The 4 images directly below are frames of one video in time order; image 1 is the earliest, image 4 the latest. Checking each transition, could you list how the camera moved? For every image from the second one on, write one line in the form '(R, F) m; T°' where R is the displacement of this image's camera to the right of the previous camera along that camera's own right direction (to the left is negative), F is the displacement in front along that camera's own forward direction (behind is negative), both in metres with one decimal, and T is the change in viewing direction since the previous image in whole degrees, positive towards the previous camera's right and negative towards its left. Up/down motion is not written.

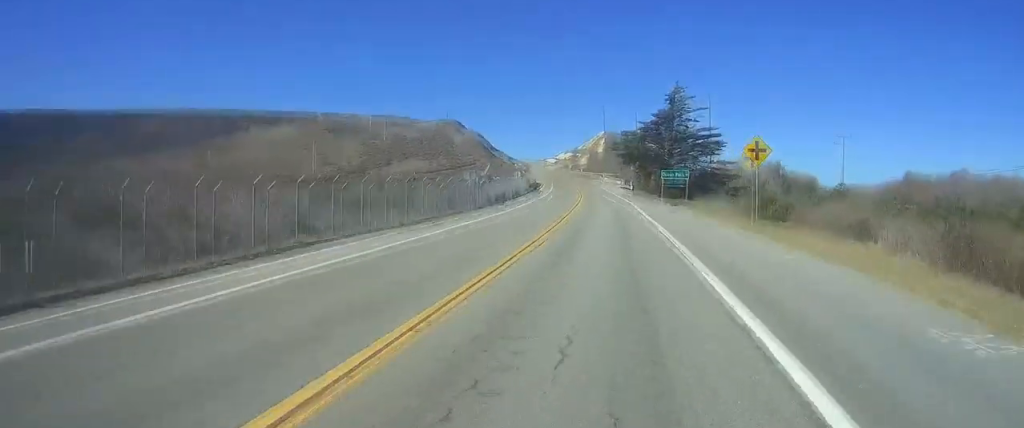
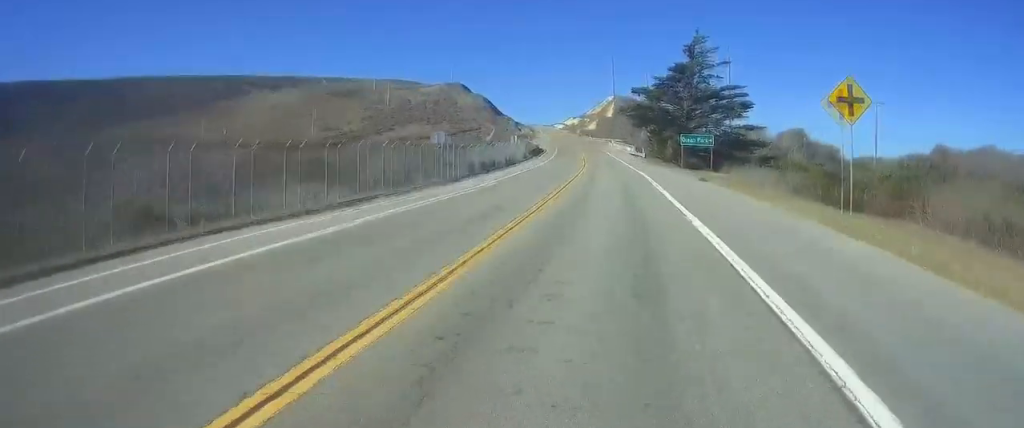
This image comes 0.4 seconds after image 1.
(0.0, +10.4) m; 0°
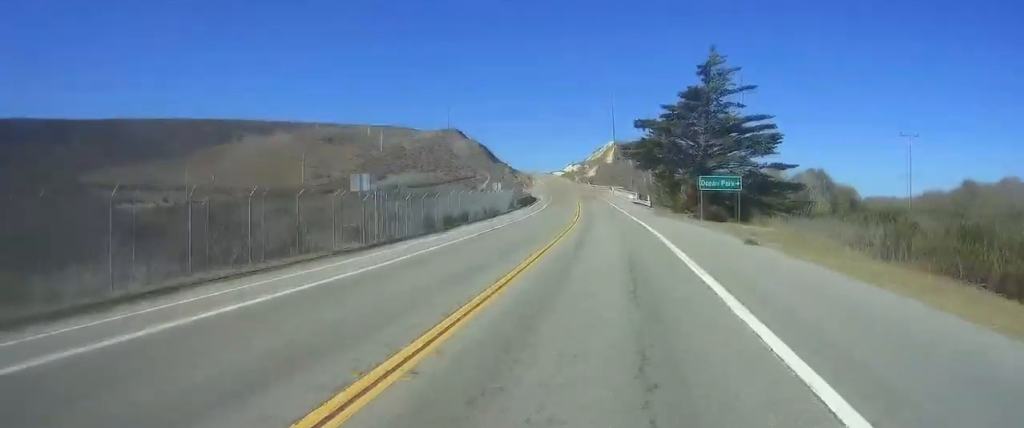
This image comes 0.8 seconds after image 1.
(0.0, +11.2) m; 0°
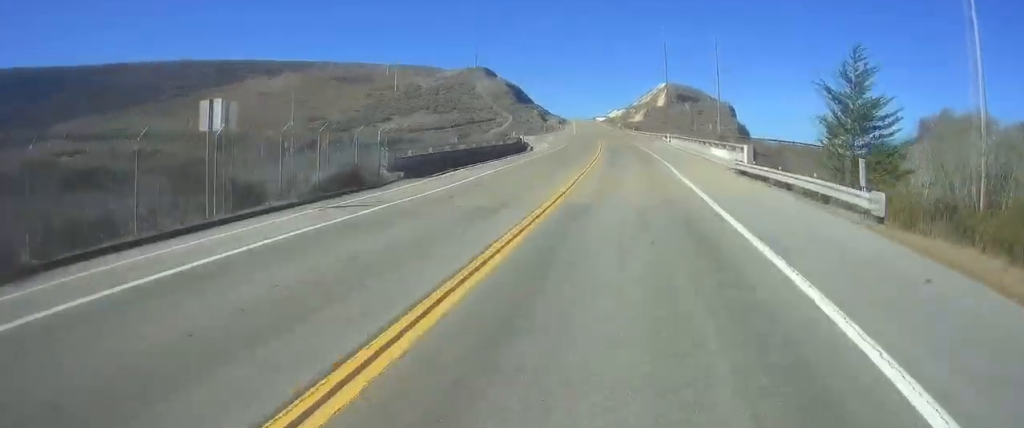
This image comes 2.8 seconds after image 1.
(-0.3, +51.3) m; -1°
